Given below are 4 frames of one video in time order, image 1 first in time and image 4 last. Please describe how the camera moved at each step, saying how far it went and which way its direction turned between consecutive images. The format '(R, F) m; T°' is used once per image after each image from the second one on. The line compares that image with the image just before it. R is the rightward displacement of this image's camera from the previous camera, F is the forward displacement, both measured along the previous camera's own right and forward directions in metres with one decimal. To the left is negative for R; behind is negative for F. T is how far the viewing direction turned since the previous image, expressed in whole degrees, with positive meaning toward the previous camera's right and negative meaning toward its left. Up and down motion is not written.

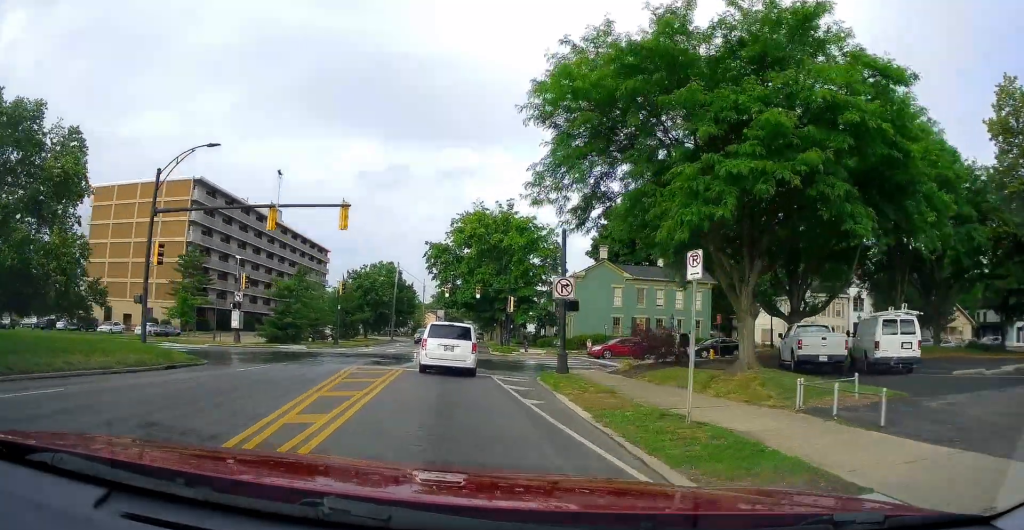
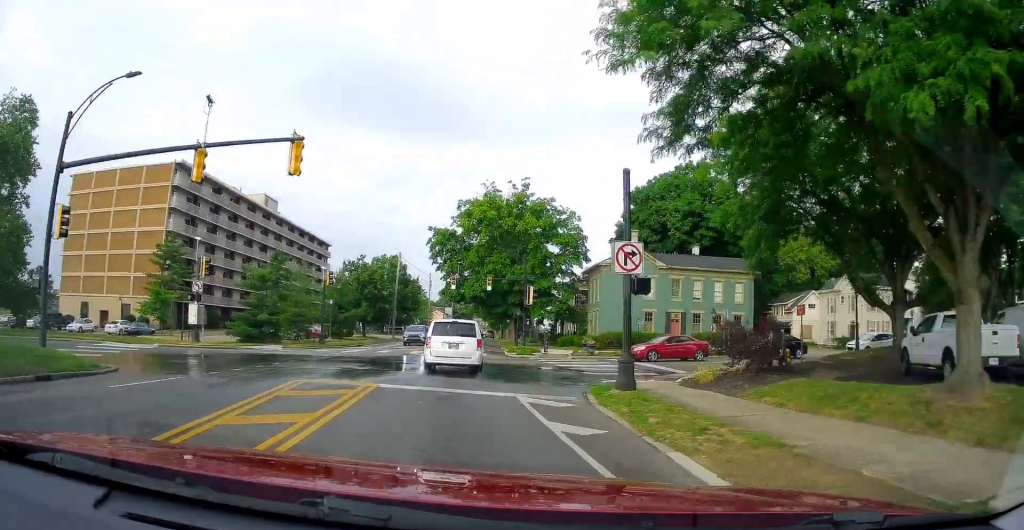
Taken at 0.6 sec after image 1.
(0.0, +7.7) m; -1°
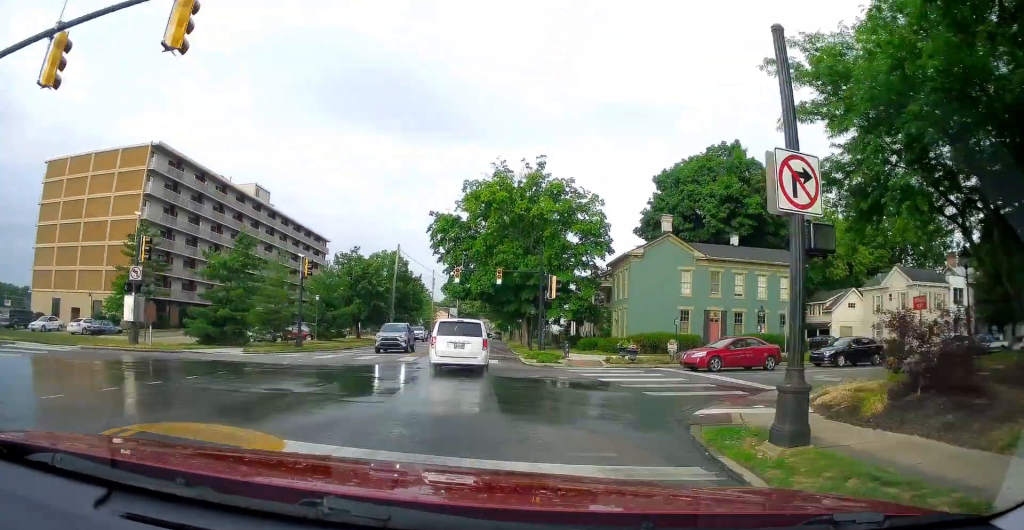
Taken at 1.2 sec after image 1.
(-0.1, +7.4) m; -2°
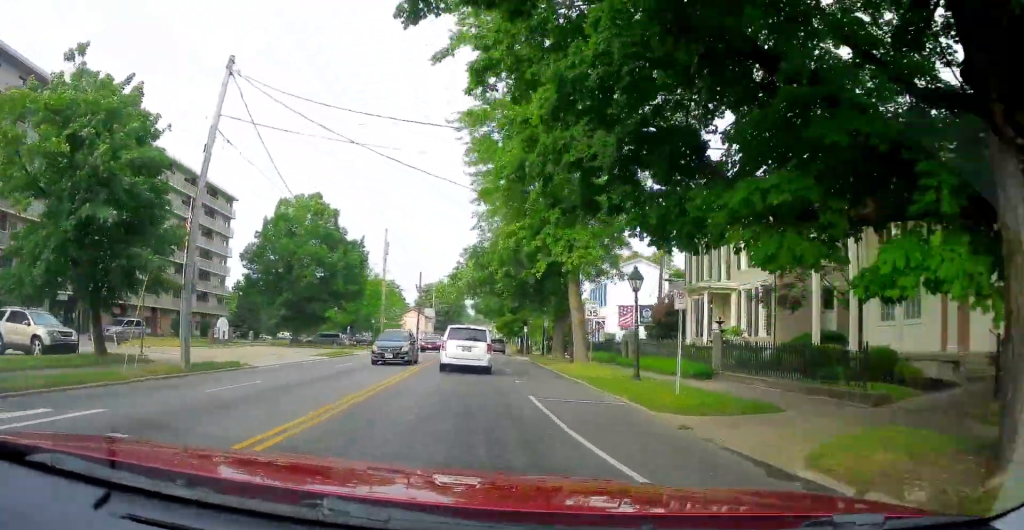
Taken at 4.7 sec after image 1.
(+0.9, +46.9) m; +3°
